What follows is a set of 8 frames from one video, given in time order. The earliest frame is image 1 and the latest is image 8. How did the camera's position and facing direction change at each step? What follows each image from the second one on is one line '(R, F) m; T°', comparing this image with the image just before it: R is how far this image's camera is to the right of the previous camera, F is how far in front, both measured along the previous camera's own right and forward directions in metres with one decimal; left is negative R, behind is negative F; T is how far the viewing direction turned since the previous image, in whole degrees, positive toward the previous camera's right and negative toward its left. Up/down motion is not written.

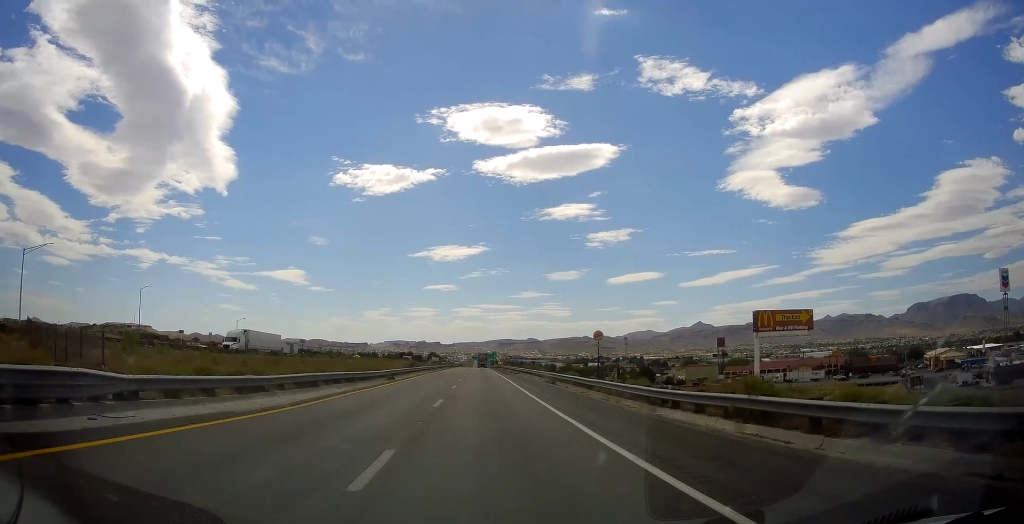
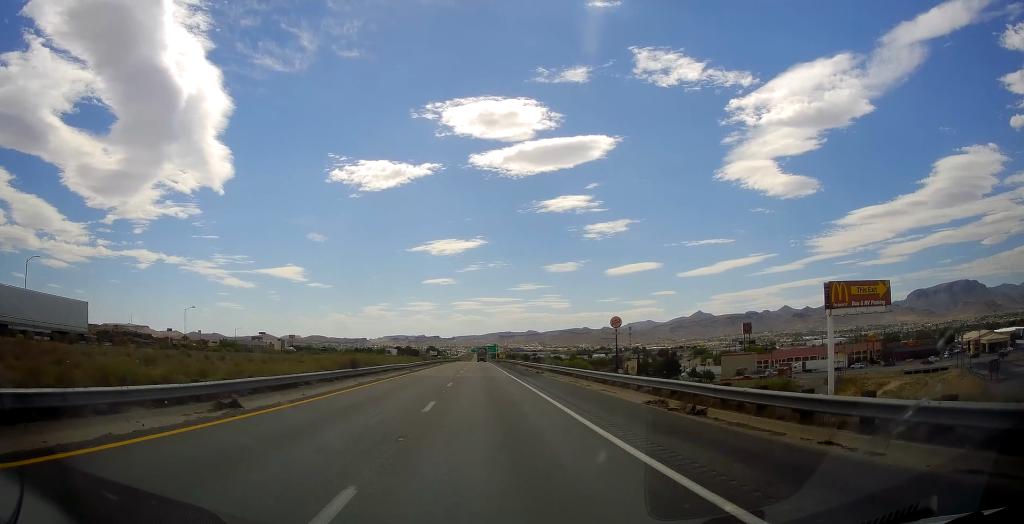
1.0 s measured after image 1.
(-0.1, +27.8) m; 0°
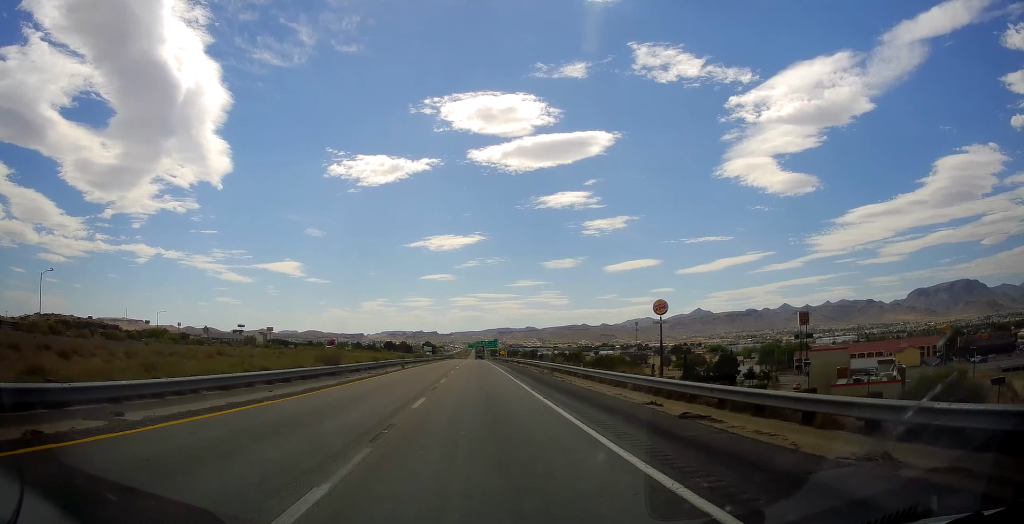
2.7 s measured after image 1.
(+0.2, +46.2) m; 0°
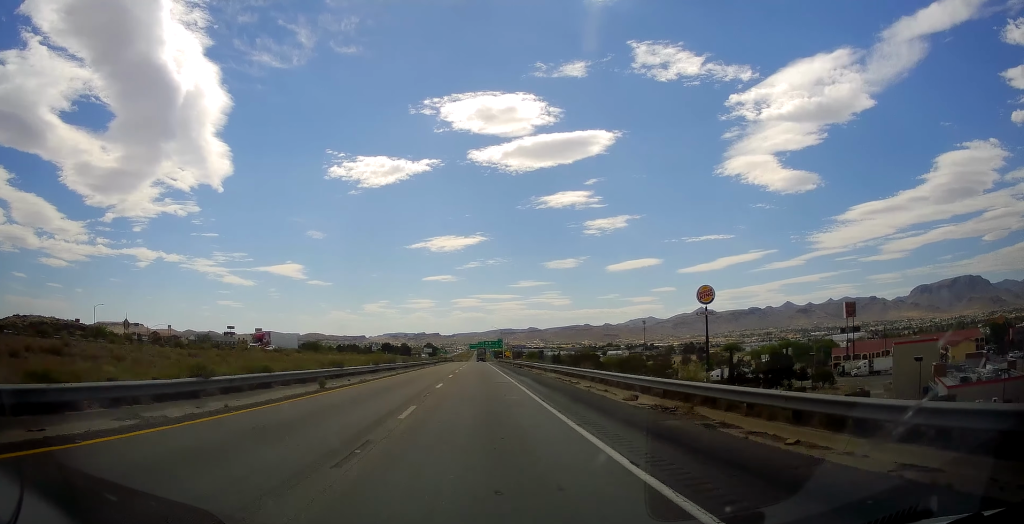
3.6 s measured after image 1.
(-0.3, +26.7) m; 0°
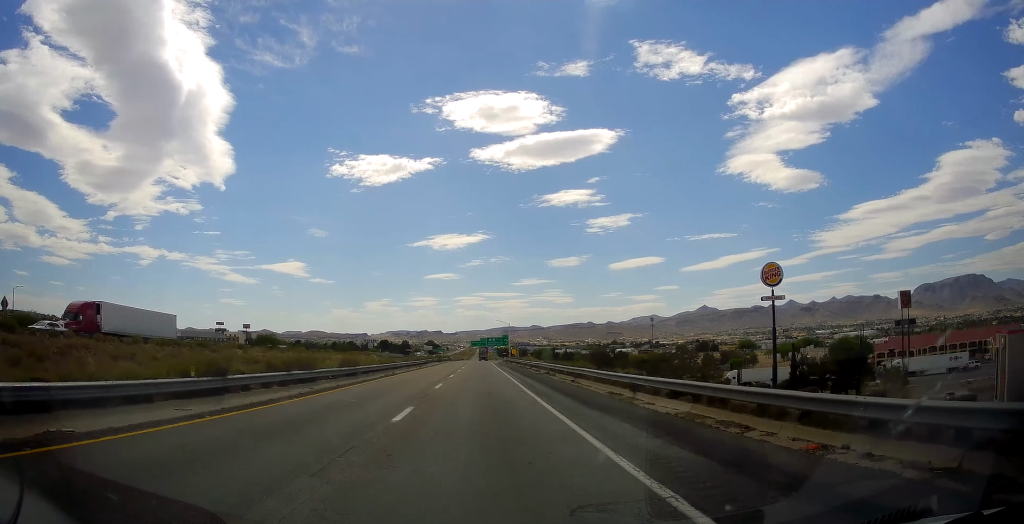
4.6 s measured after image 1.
(+0.3, +25.5) m; 0°
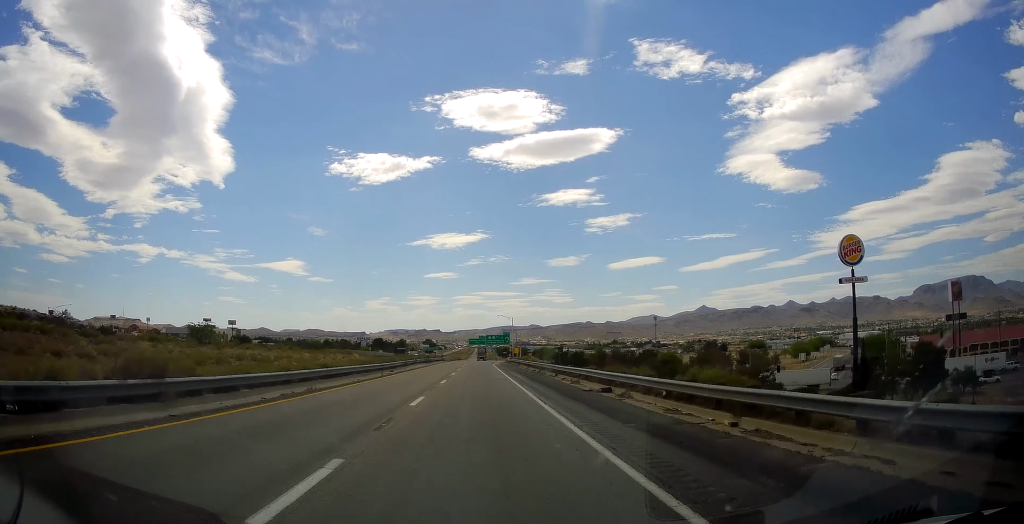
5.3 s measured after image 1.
(-0.3, +20.9) m; -1°
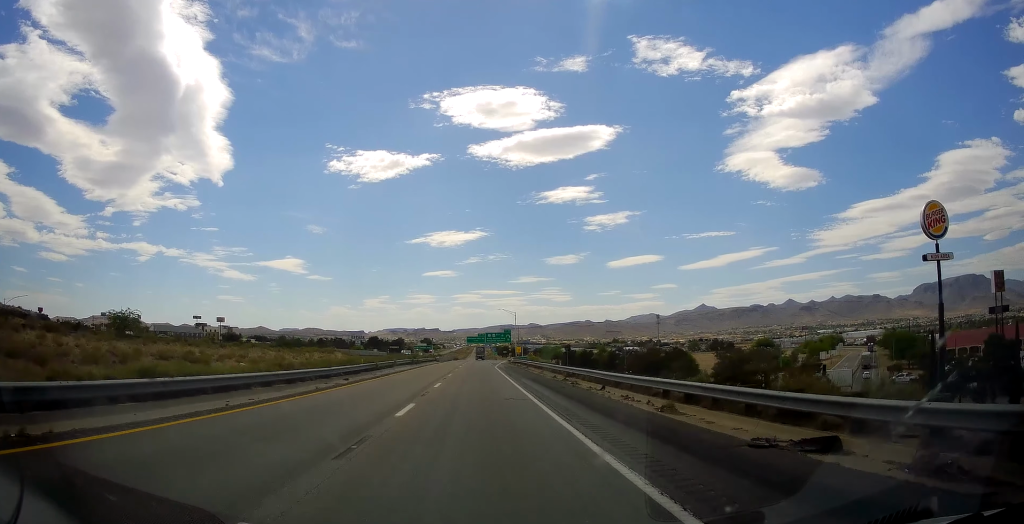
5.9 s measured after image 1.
(0.0, +15.2) m; +1°
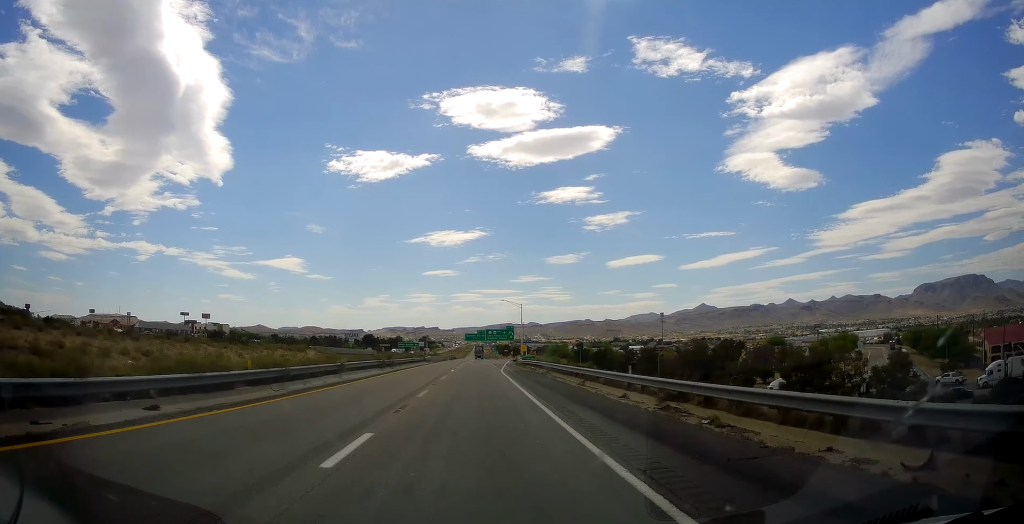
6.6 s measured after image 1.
(0.0, +18.7) m; +1°
